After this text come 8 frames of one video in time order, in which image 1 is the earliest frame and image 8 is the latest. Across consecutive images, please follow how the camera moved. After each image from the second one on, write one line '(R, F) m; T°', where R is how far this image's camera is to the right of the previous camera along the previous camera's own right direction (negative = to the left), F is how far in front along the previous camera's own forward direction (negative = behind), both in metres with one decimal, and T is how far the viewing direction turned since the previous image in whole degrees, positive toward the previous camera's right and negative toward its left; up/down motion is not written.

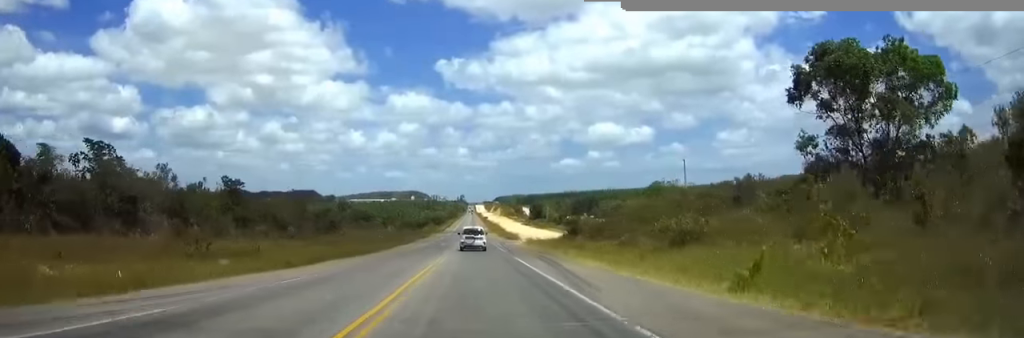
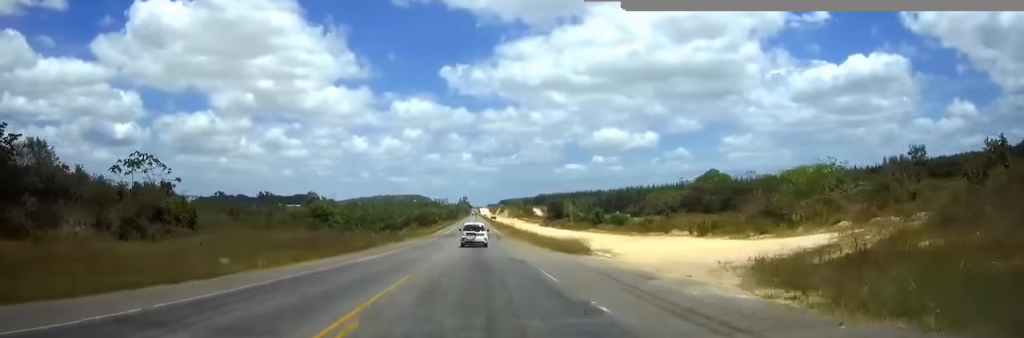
(-0.2, +64.0) m; 0°
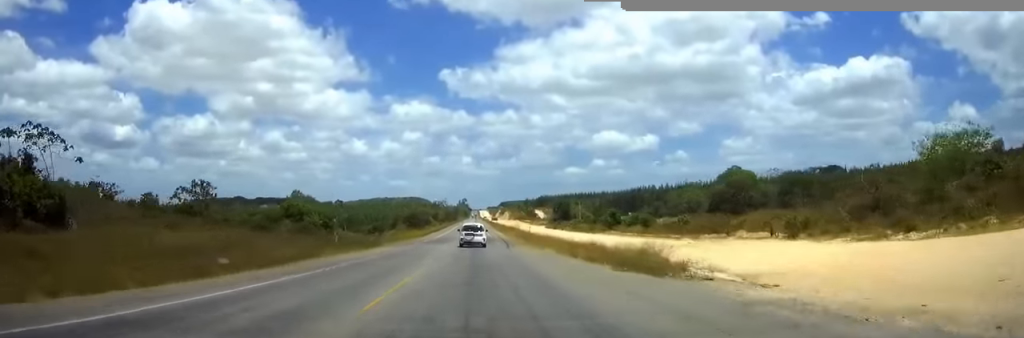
(0.0, +19.7) m; 0°
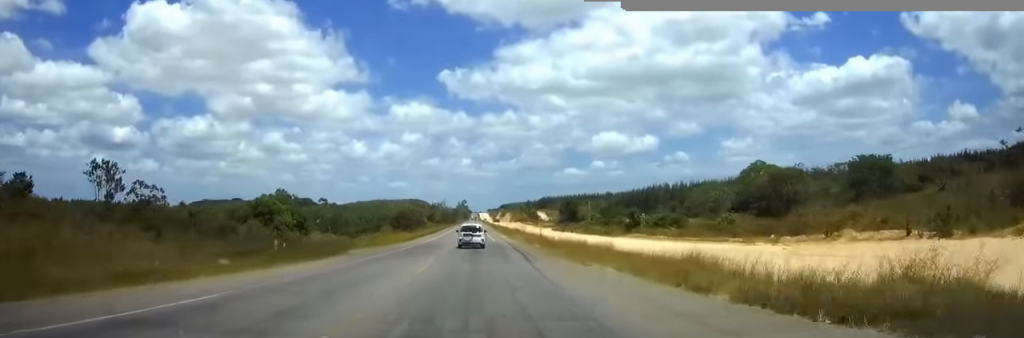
(0.0, +17.4) m; 0°
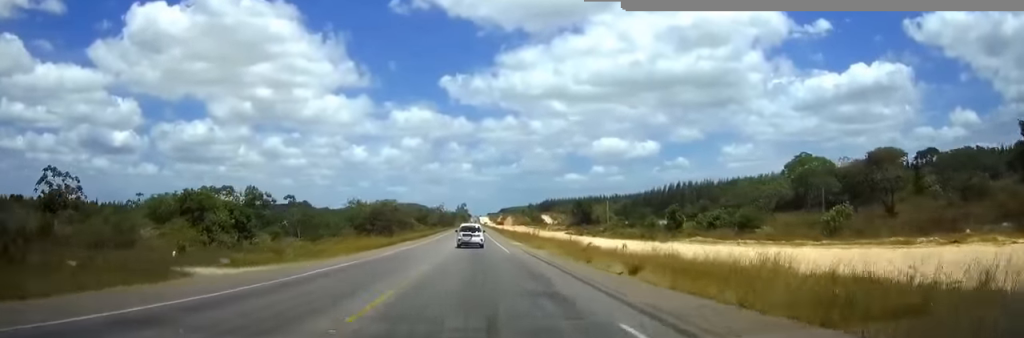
(0.0, +26.2) m; 0°
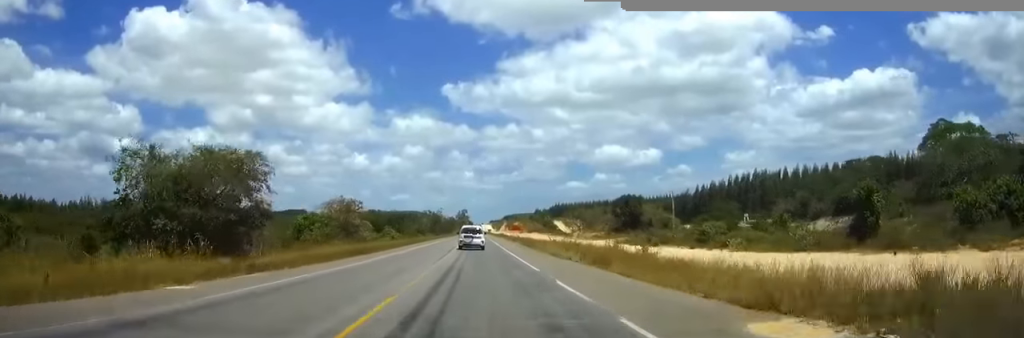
(-0.1, +51.3) m; 0°
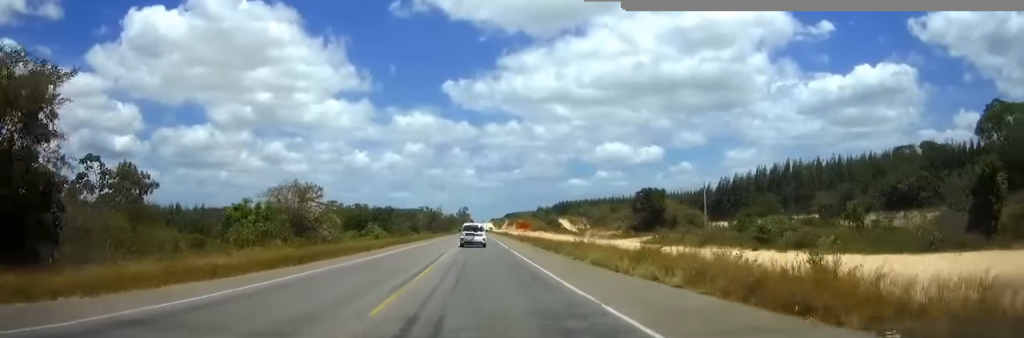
(0.0, +13.8) m; 0°
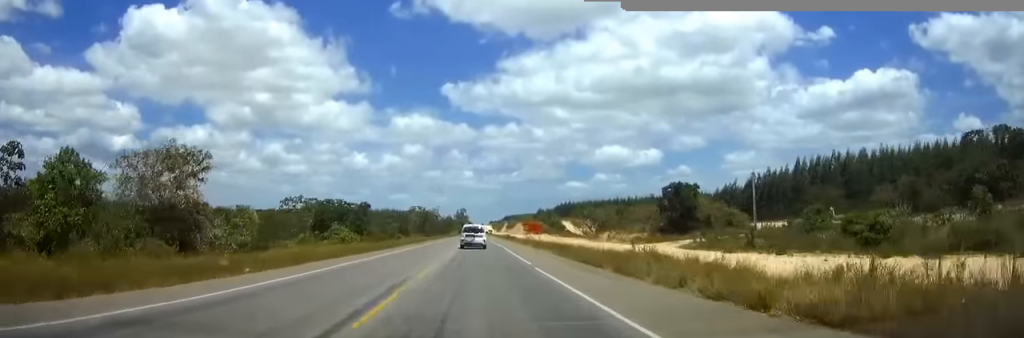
(0.0, +16.5) m; 0°
